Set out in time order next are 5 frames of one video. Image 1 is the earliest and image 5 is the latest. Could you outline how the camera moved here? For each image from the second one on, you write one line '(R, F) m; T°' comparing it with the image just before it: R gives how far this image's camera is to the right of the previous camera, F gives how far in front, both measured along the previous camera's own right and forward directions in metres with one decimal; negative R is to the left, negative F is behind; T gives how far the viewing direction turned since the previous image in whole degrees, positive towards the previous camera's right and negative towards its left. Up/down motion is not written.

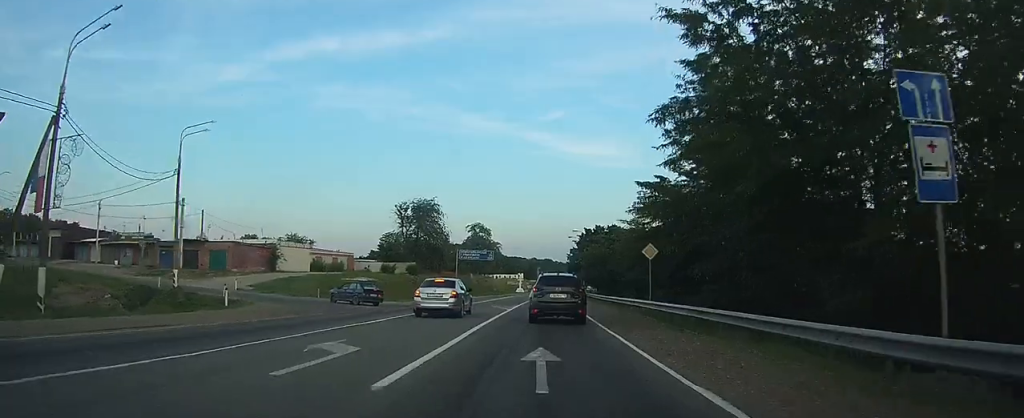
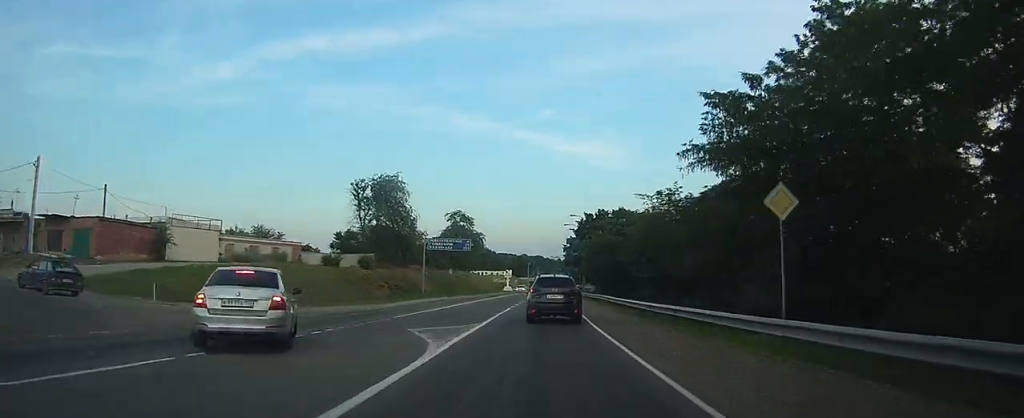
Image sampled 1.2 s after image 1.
(+0.1, +19.6) m; 0°
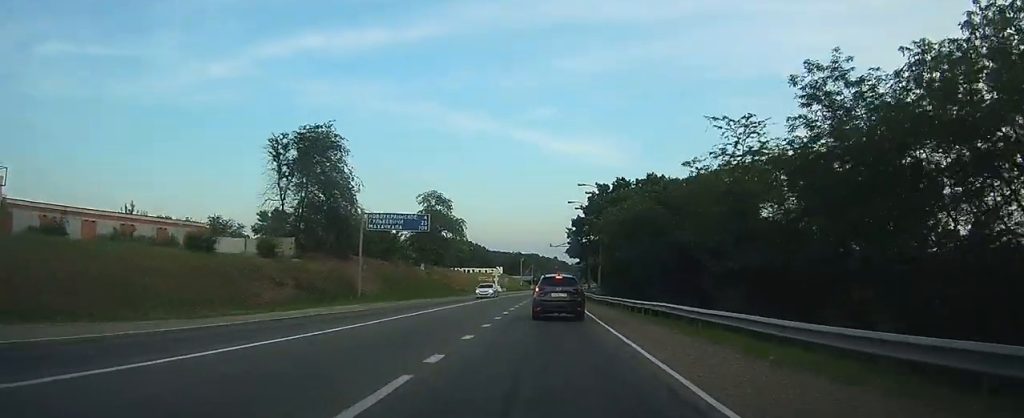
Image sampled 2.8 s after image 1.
(+0.2, +24.2) m; +1°
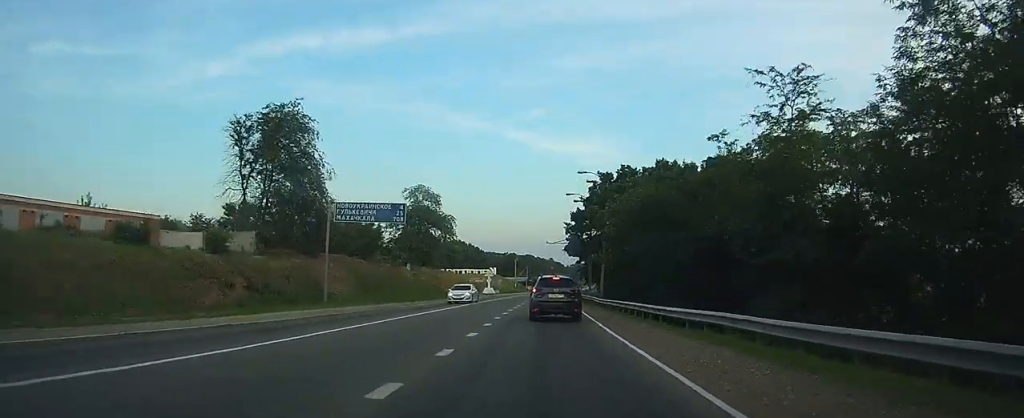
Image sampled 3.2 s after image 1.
(0.0, +6.6) m; 0°
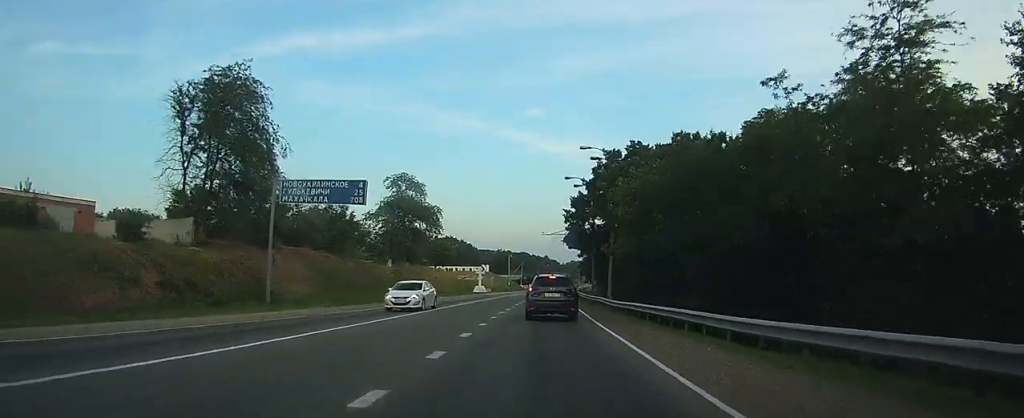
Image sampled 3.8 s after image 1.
(0.0, +7.9) m; 0°
